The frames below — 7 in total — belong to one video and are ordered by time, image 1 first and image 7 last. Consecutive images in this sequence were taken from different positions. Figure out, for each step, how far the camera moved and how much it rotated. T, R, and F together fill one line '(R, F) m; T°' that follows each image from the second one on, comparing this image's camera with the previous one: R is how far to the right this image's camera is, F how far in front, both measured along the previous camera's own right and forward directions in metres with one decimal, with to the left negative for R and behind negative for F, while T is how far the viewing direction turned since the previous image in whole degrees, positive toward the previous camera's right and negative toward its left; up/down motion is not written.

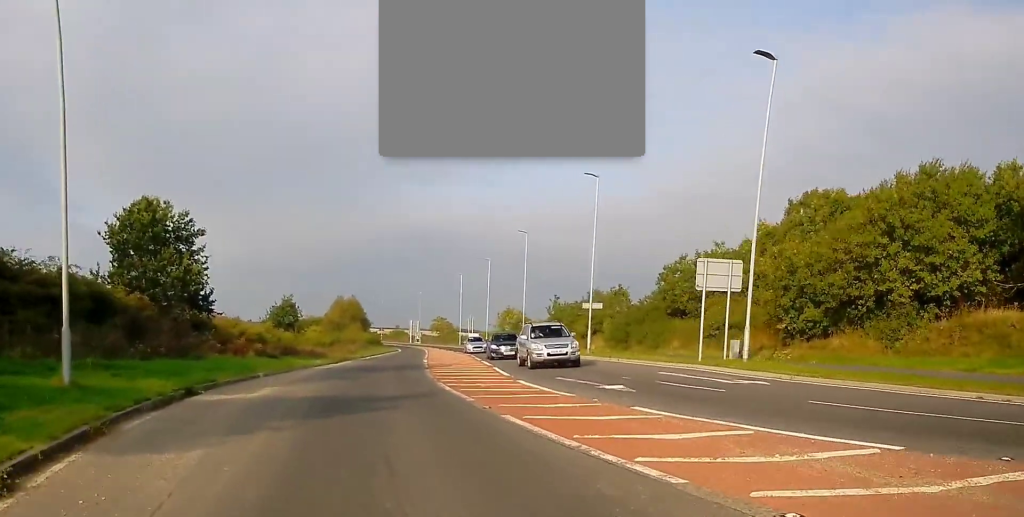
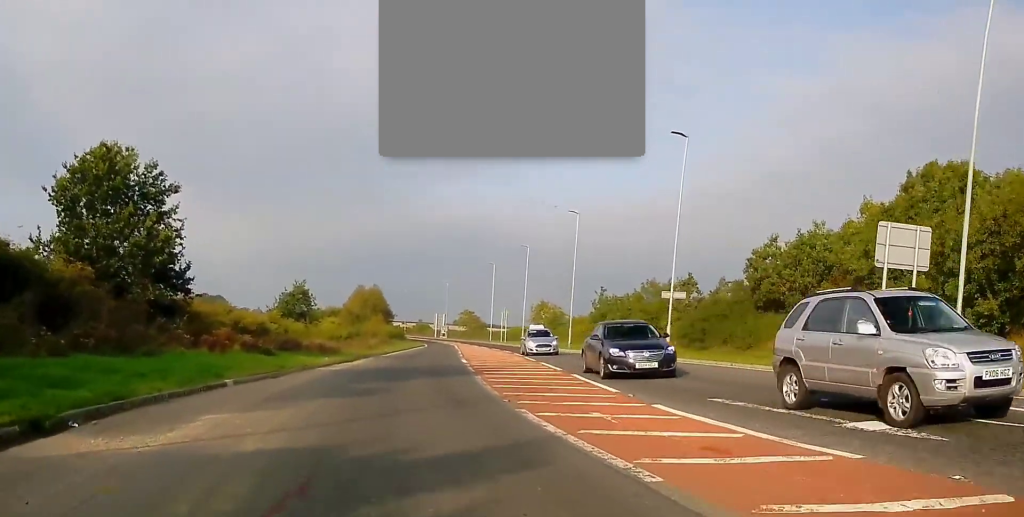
(-0.4, +9.1) m; 0°
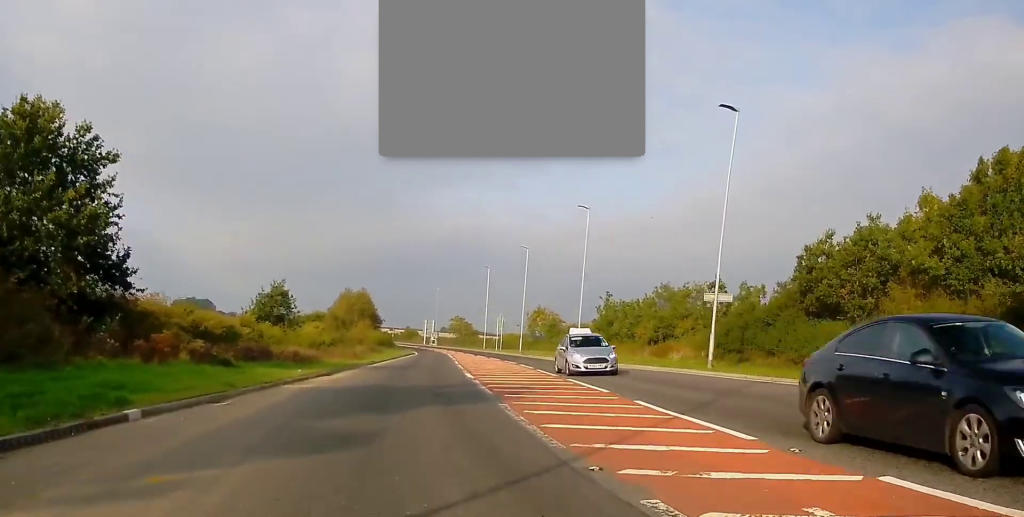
(+0.3, +6.3) m; 0°
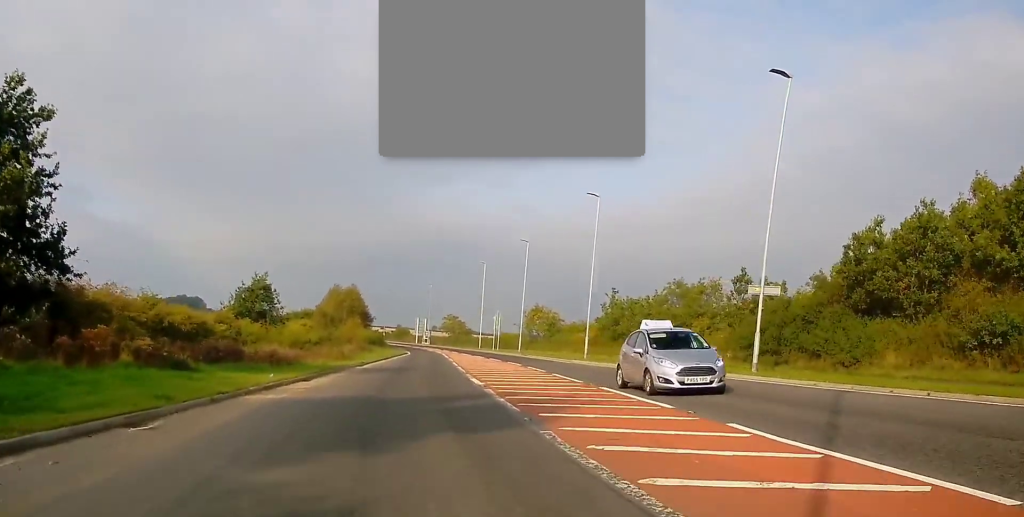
(0.0, +4.6) m; -1°
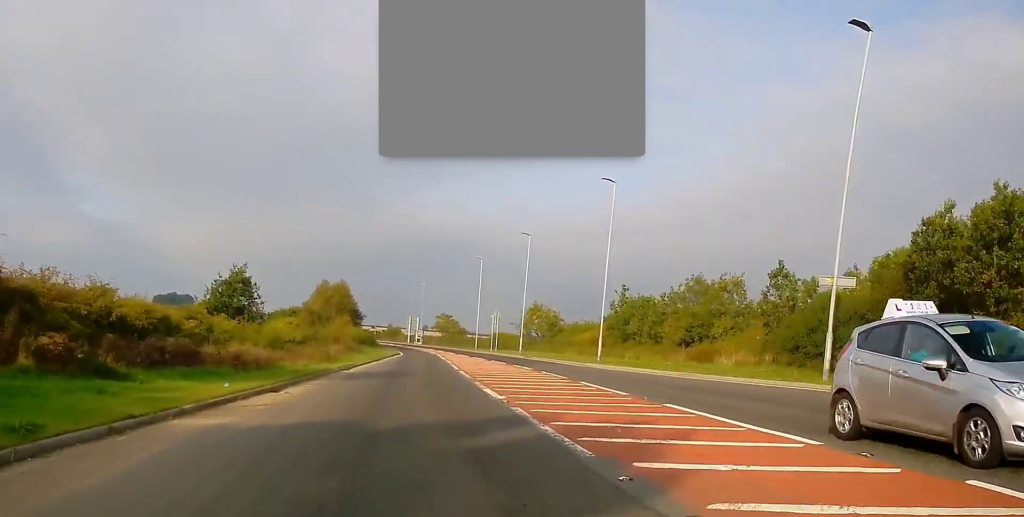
(-0.2, +5.1) m; -1°
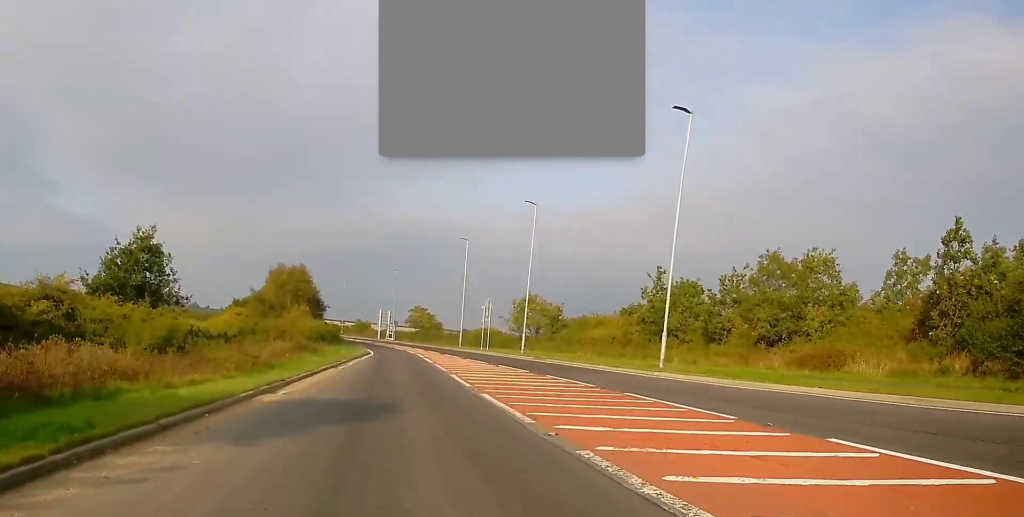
(+0.1, +14.3) m; +3°
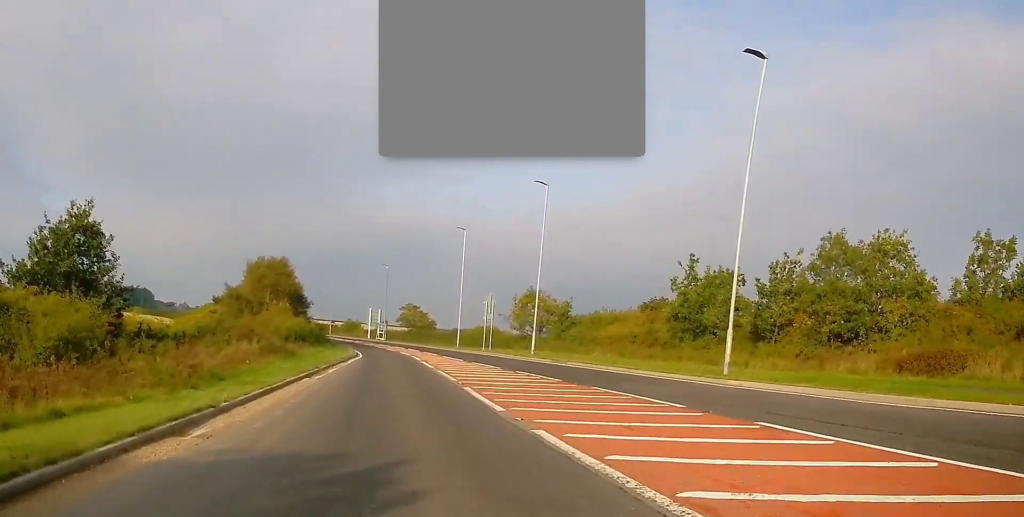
(+0.3, +6.8) m; +2°
